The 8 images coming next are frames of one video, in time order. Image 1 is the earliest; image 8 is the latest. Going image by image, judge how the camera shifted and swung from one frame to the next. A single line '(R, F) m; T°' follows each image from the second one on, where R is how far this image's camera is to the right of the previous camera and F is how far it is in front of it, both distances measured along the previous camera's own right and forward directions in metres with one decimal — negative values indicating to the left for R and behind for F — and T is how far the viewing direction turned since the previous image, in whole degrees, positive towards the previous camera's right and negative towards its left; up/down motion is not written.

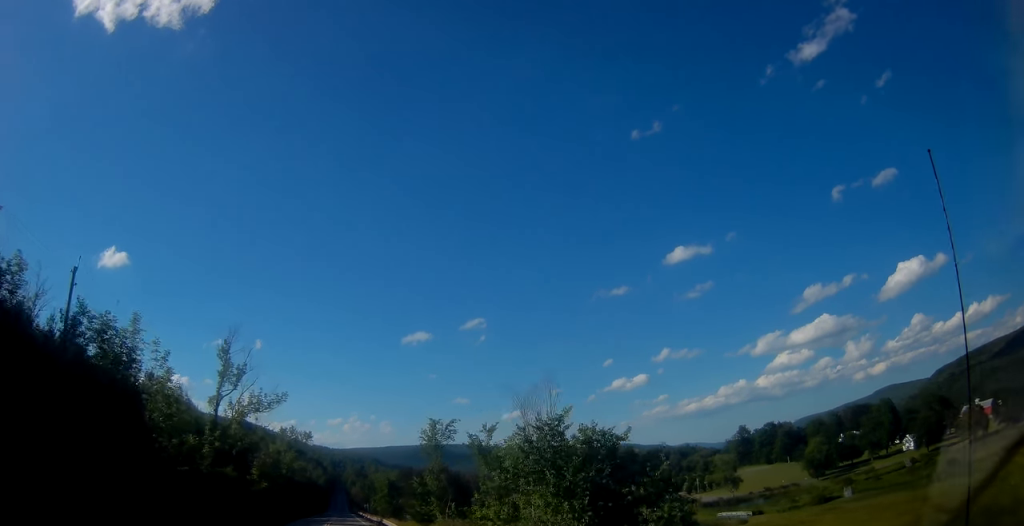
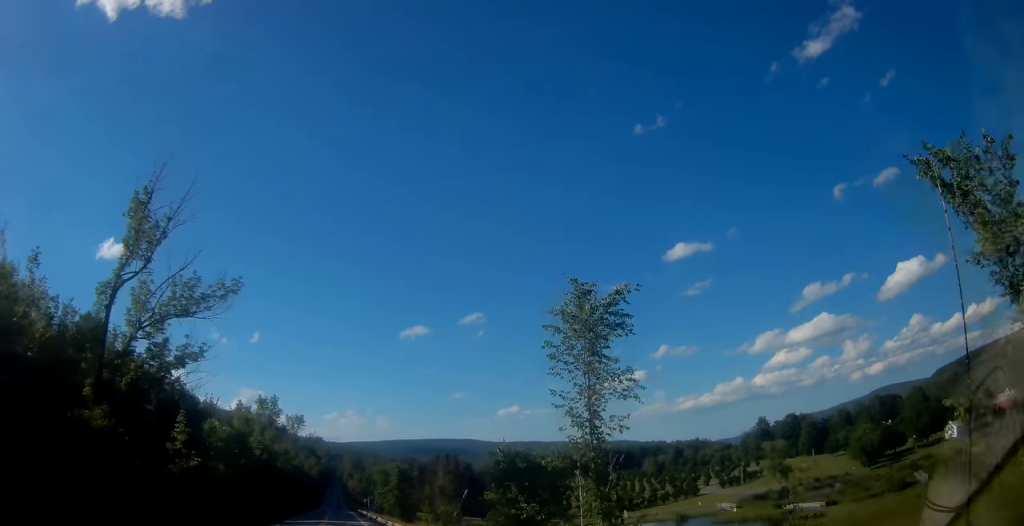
(-0.3, +27.5) m; -1°
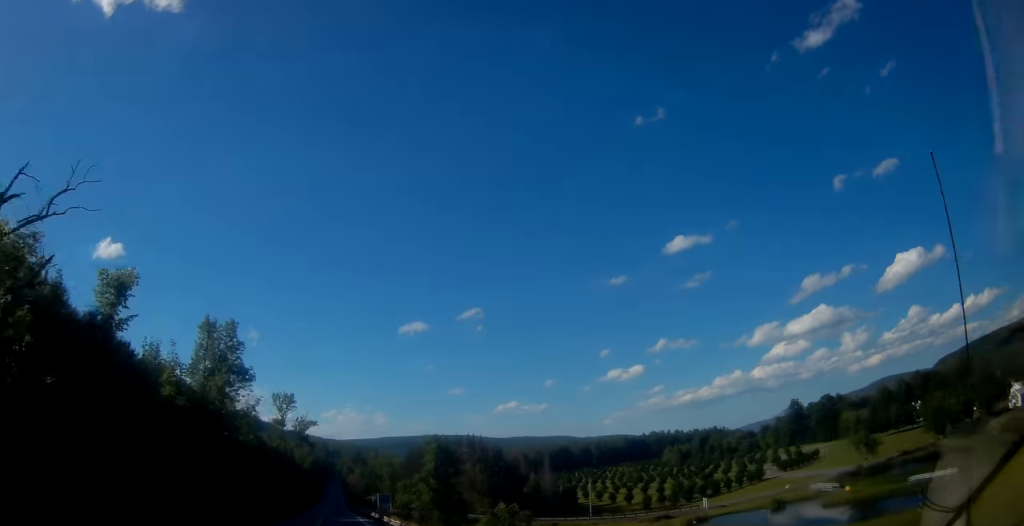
(0.0, +36.8) m; 0°
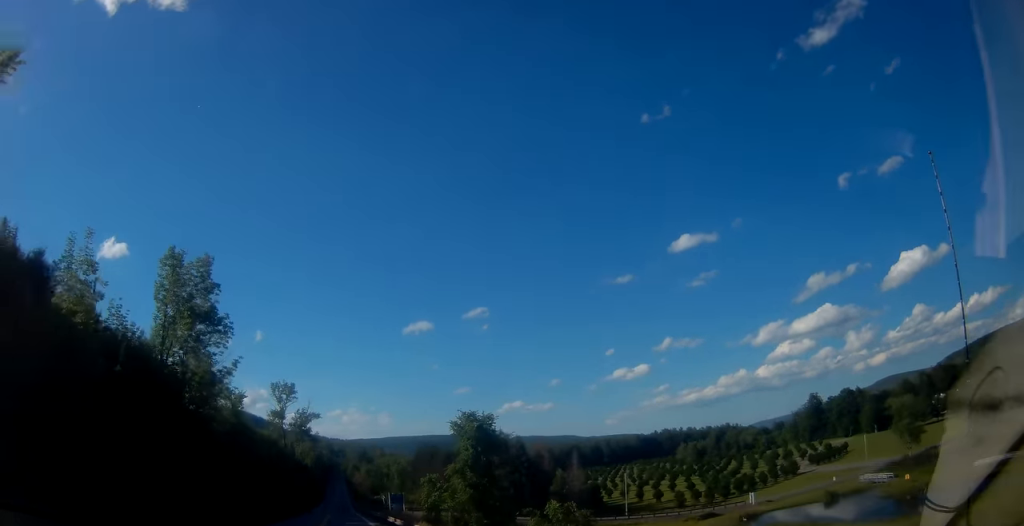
(0.0, +14.4) m; 0°
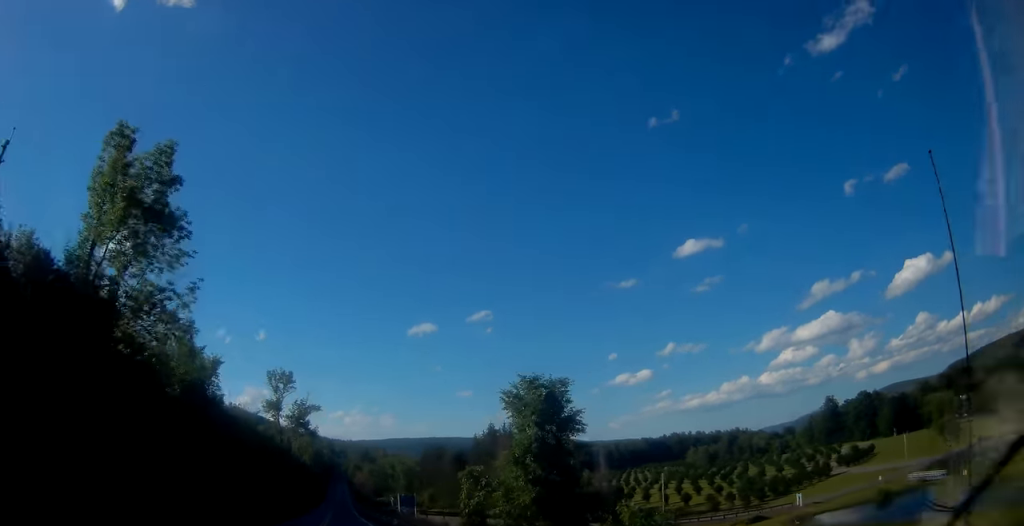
(0.0, +13.6) m; 0°
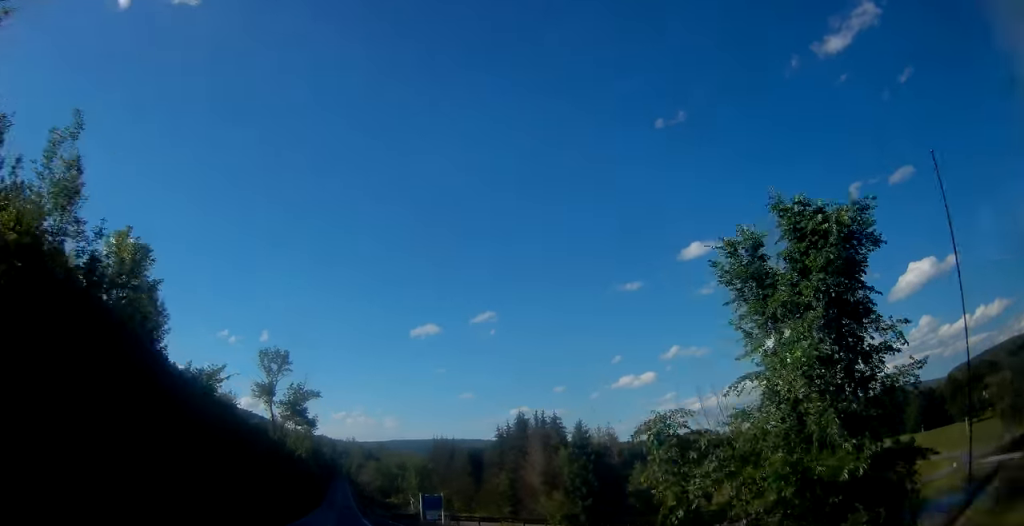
(0.0, +19.6) m; 0°
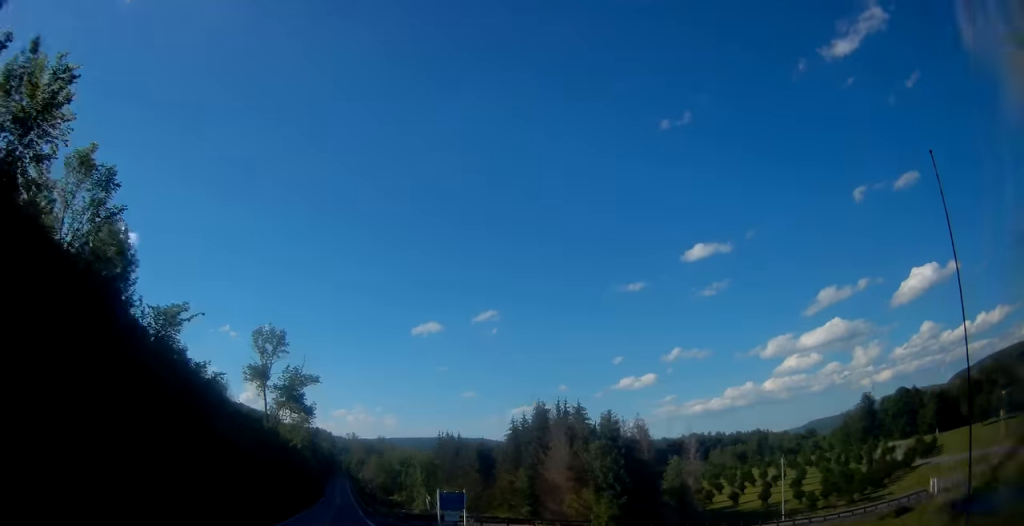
(0.0, +11.0) m; 0°
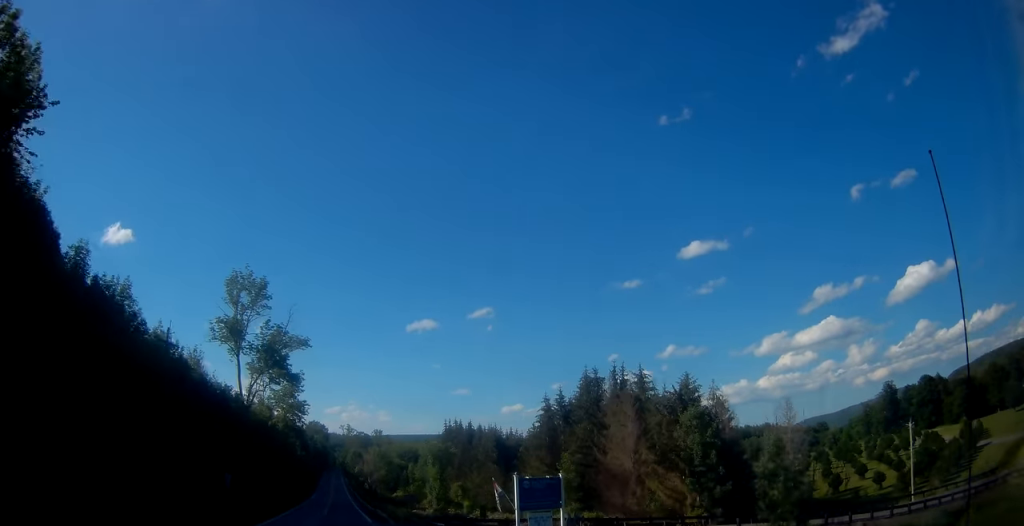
(0.0, +22.9) m; +1°
